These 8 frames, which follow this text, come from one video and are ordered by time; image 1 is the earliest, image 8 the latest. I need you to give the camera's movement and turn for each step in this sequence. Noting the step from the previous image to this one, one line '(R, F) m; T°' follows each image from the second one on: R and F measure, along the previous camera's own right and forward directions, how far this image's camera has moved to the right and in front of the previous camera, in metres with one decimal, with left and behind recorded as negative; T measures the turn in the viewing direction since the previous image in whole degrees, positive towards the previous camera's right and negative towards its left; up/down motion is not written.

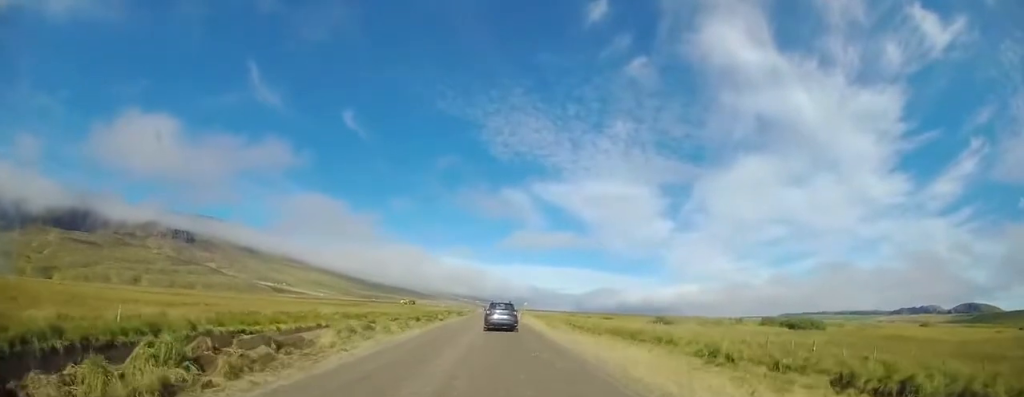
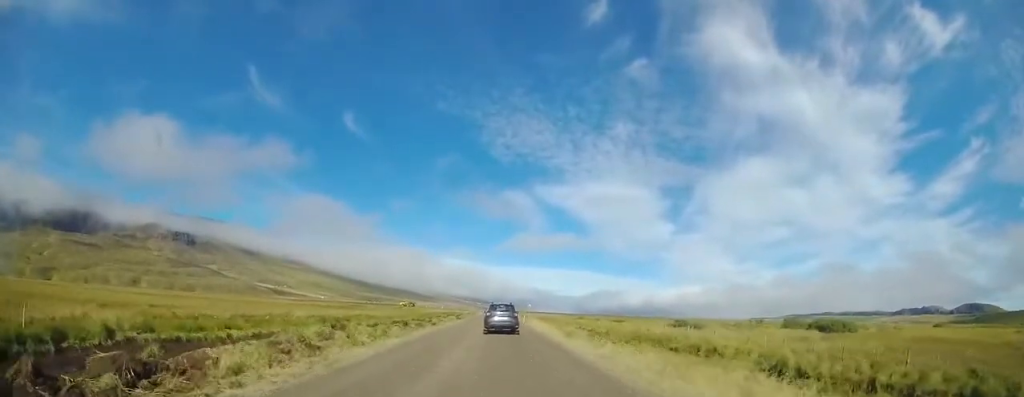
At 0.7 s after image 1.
(+0.1, +6.1) m; +1°
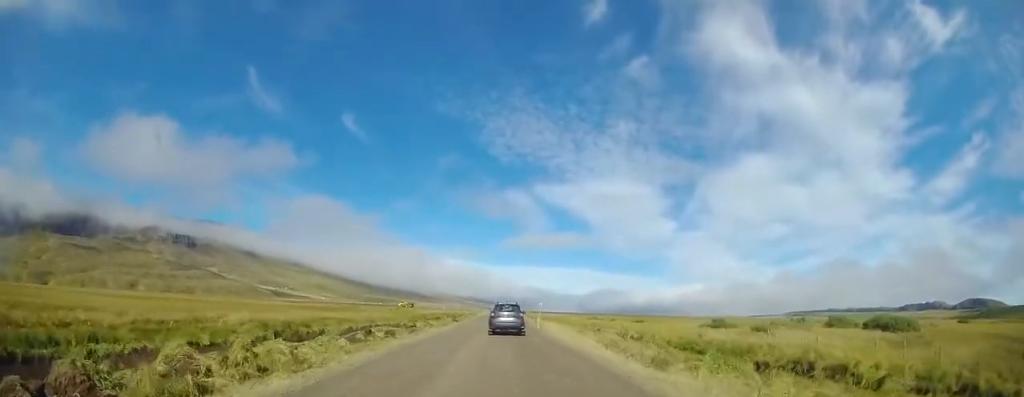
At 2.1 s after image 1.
(0.0, +10.3) m; 0°
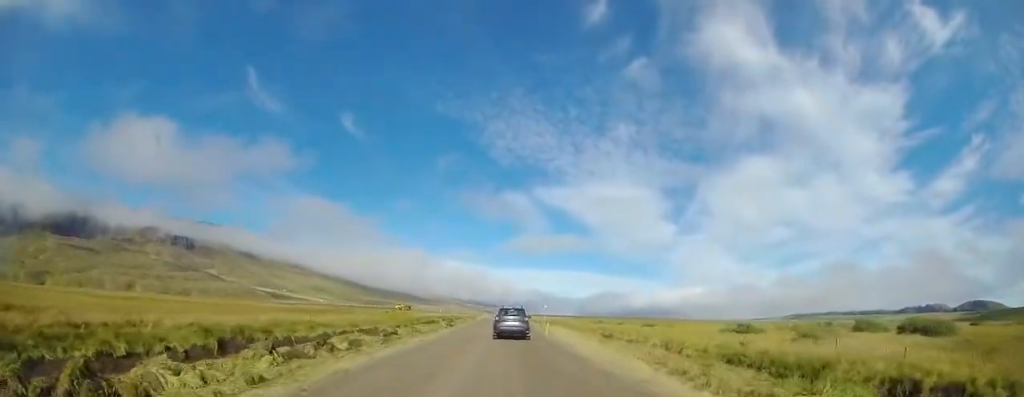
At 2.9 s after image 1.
(0.0, +5.8) m; -1°
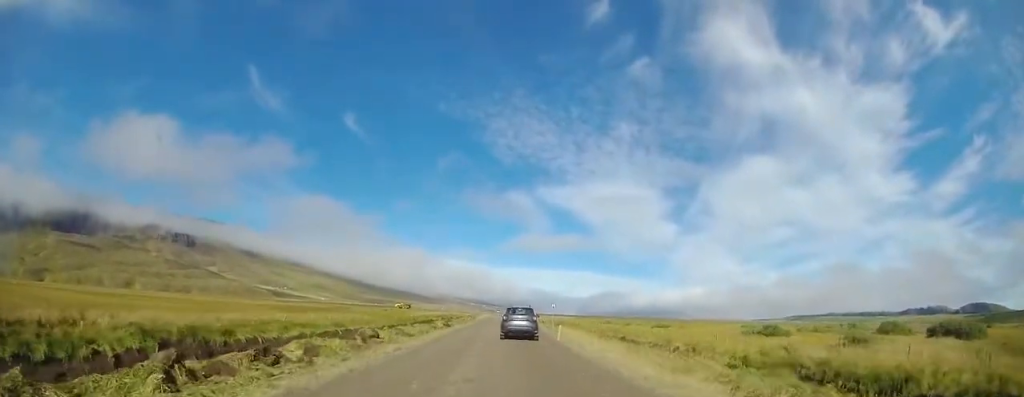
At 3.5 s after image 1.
(-0.1, +4.5) m; 0°
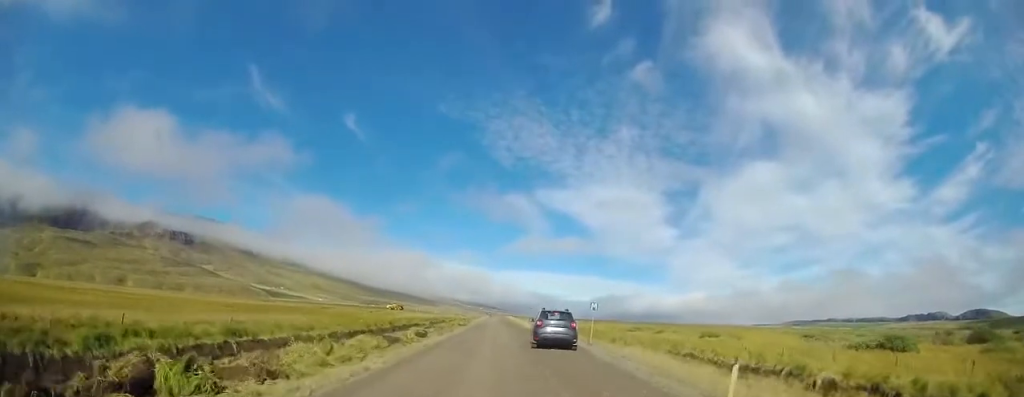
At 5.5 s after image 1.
(+0.1, +16.2) m; +1°
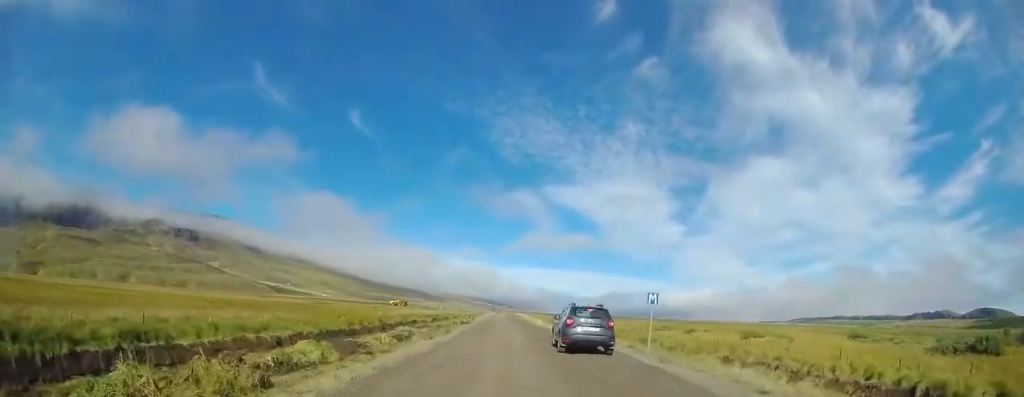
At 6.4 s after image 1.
(0.0, +8.1) m; +1°
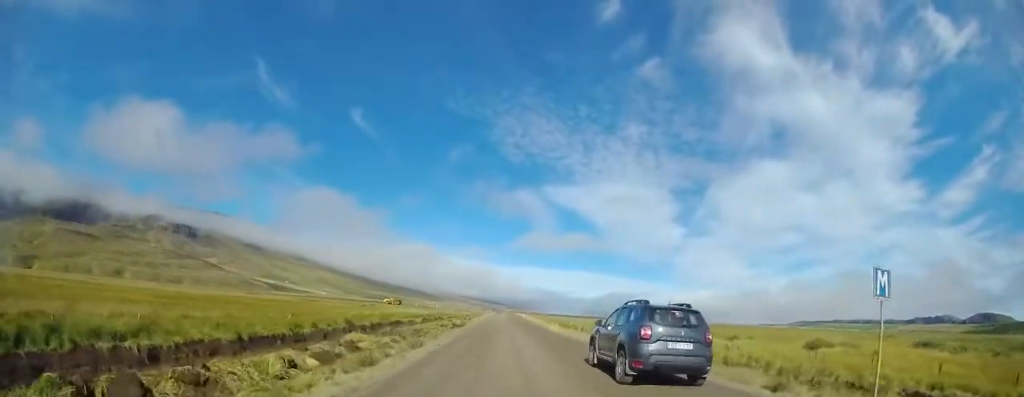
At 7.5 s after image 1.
(+0.2, +11.0) m; +1°
